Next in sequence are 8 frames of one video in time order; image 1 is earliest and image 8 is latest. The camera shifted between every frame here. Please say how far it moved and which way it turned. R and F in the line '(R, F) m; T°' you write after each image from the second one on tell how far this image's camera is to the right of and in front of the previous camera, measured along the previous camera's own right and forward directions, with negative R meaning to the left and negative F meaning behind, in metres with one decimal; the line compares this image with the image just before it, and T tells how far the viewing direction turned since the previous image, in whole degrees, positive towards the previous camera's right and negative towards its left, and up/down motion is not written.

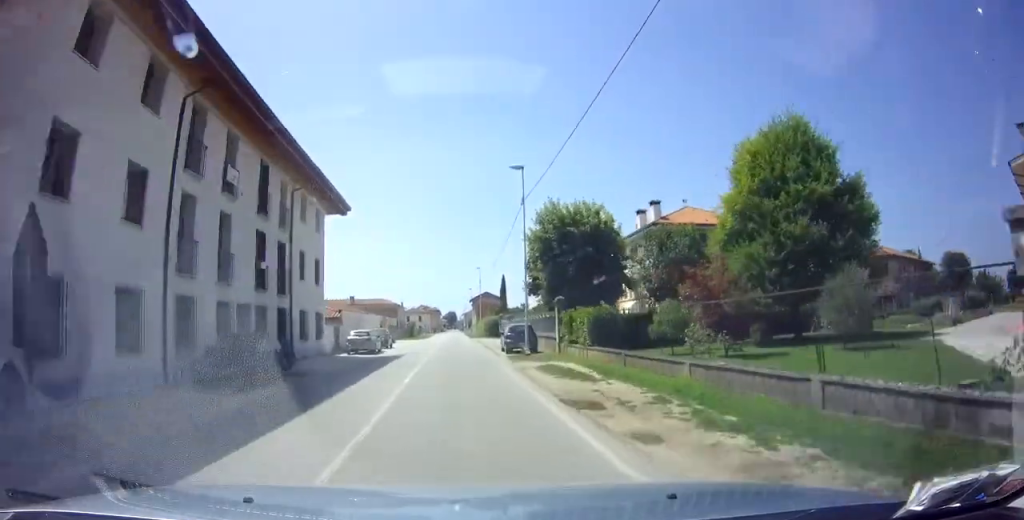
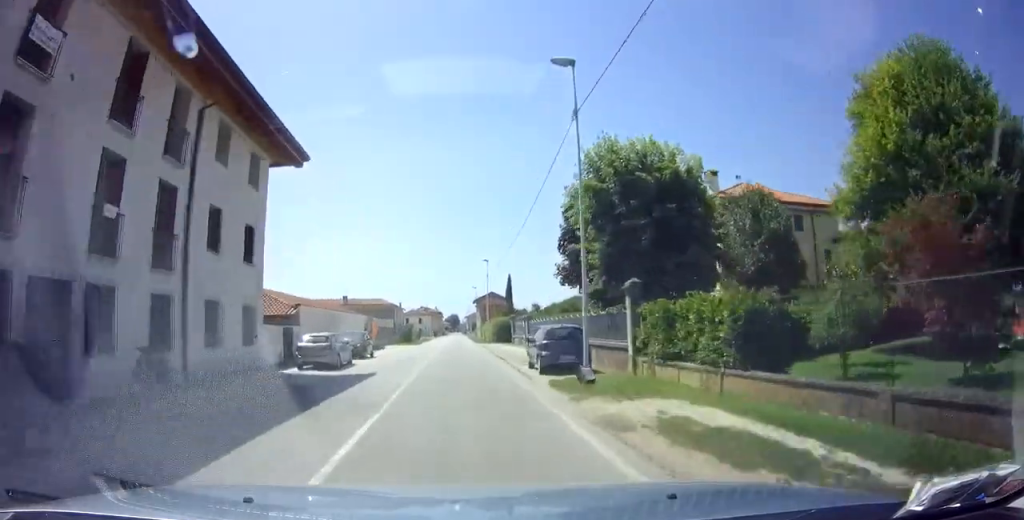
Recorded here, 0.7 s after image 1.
(0.0, +10.3) m; -1°
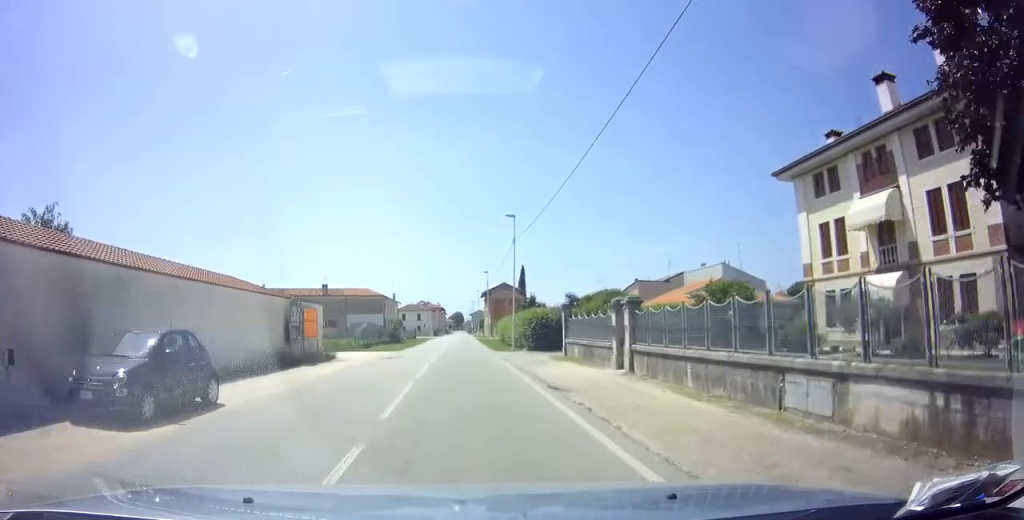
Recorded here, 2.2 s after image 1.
(-0.6, +21.0) m; -1°
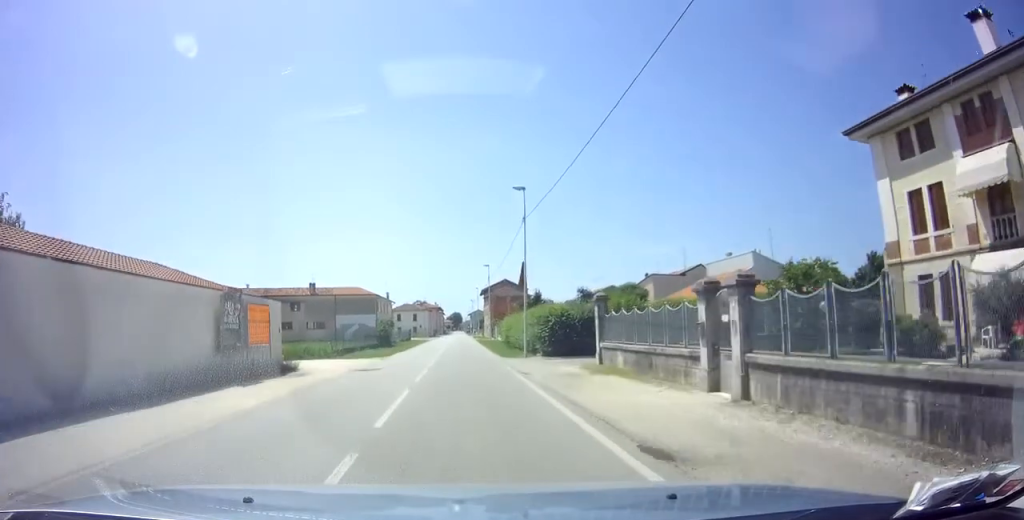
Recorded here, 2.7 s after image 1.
(+0.2, +6.5) m; 0°
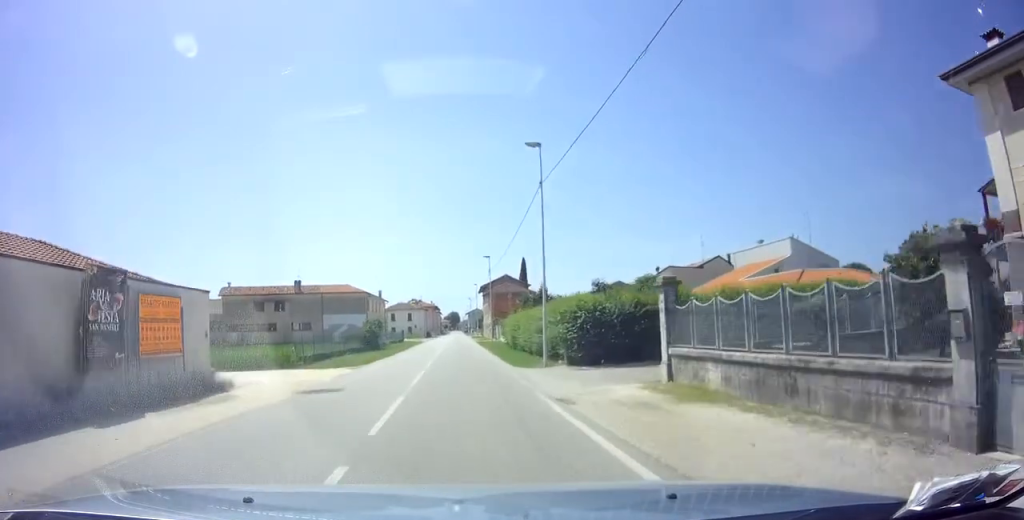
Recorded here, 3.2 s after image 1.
(+0.2, +6.9) m; 0°
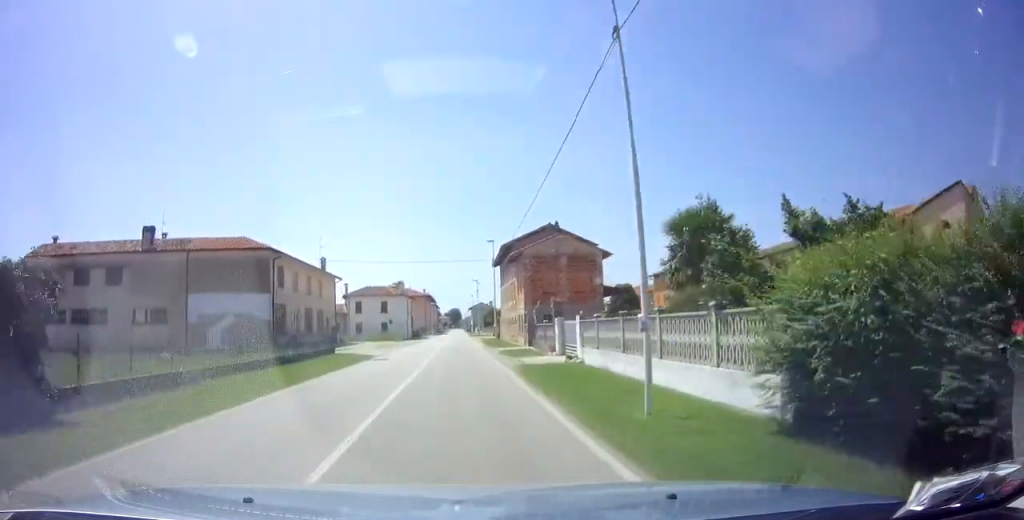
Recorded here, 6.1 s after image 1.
(+0.4, +40.1) m; +2°
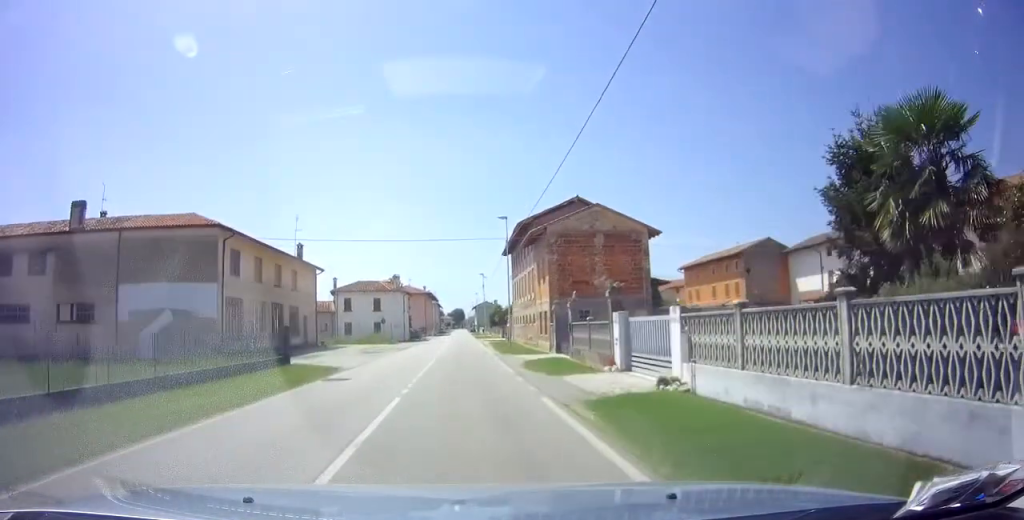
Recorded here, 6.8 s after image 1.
(0.0, +9.8) m; -1°
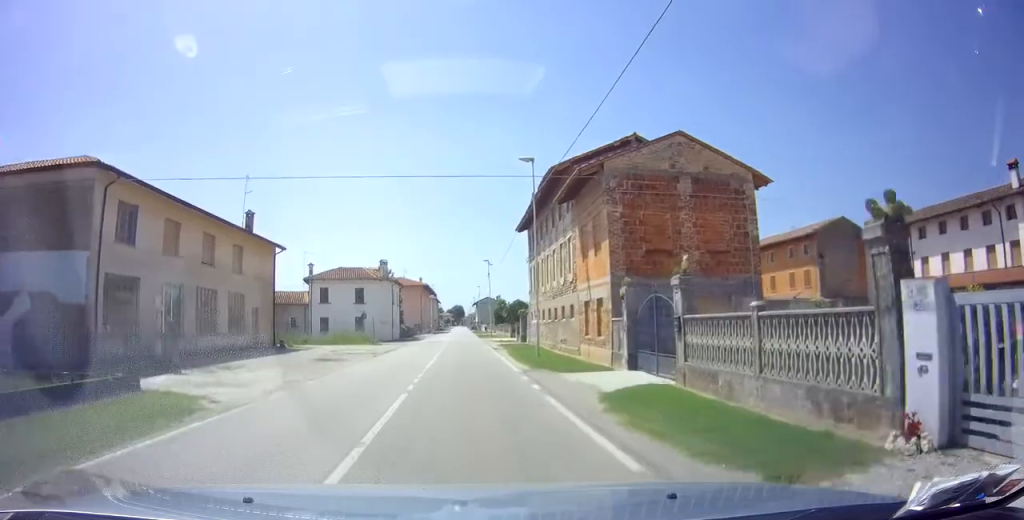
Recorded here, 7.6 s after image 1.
(-0.2, +11.6) m; -1°
